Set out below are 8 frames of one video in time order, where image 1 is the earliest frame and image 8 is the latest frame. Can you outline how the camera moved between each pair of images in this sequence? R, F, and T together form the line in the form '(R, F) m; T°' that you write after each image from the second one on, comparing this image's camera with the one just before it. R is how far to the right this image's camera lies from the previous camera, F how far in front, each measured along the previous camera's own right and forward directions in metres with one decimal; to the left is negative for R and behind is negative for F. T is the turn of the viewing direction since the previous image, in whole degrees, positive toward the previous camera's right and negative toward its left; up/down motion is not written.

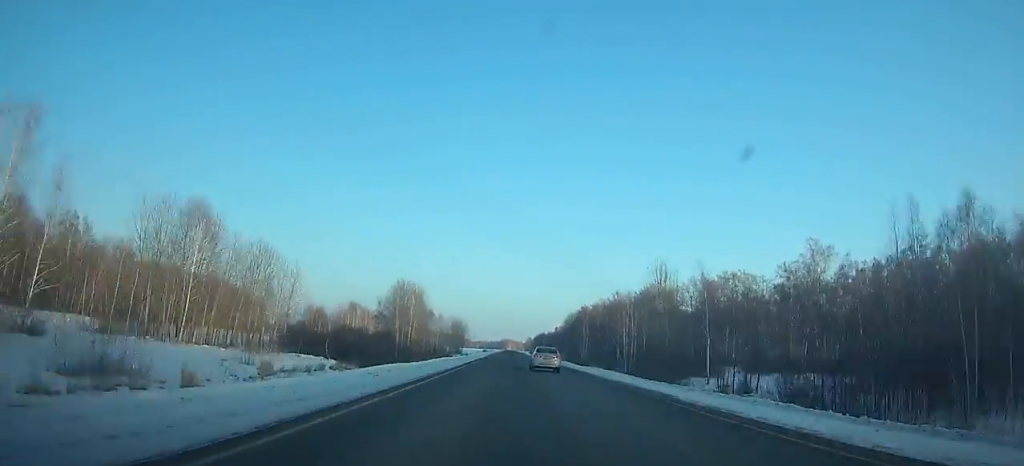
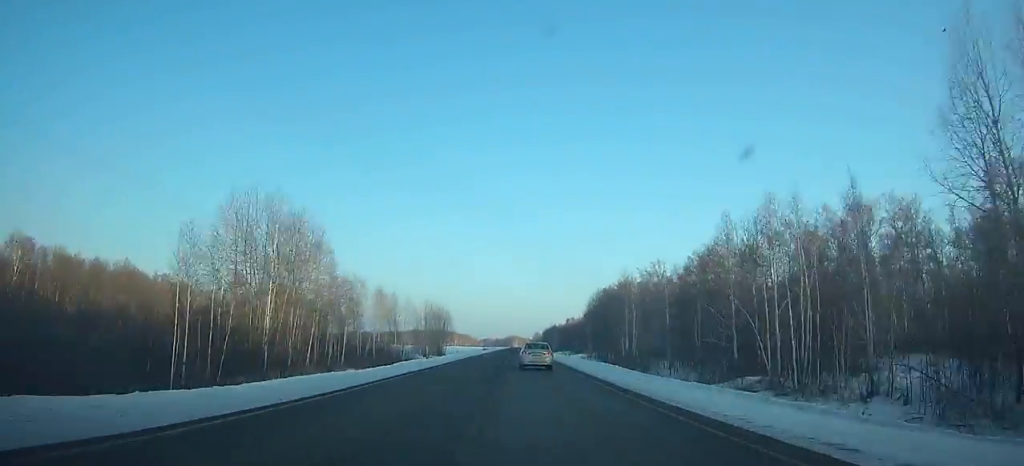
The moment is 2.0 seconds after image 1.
(+0.3, +60.7) m; 0°
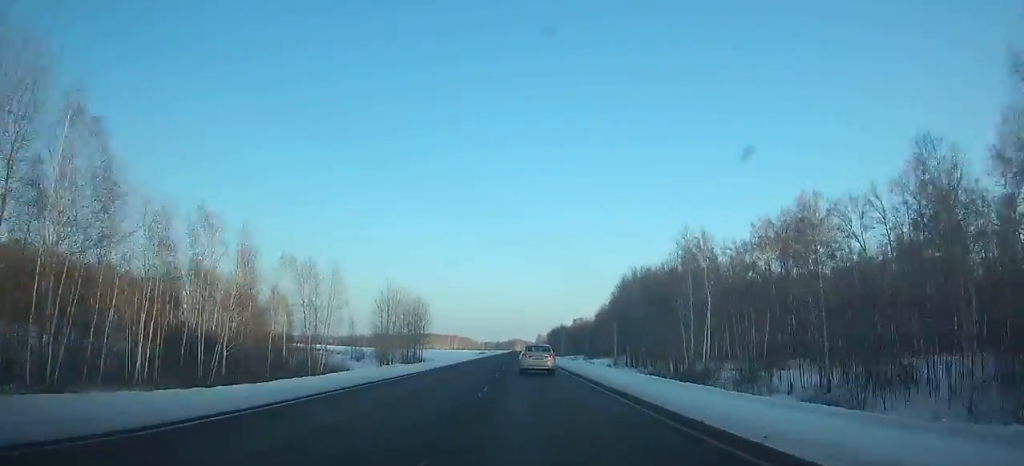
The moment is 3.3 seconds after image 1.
(-0.1, +38.4) m; 0°
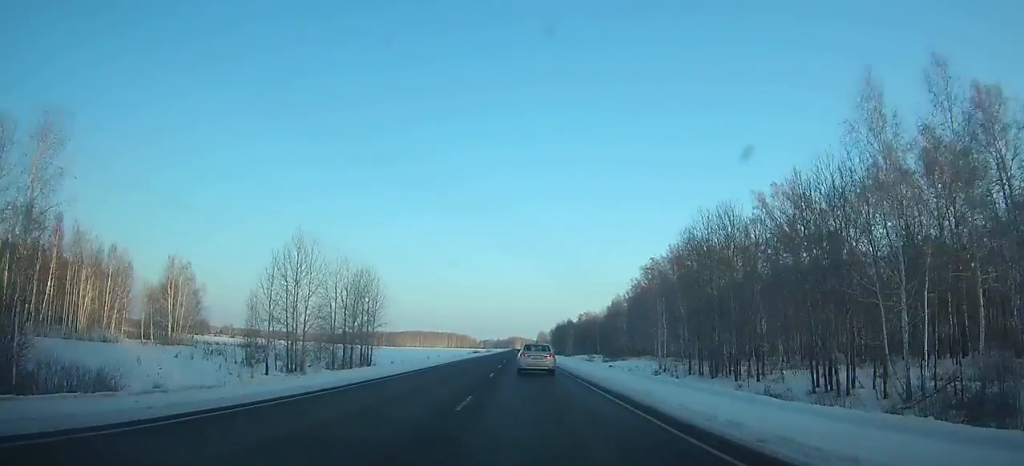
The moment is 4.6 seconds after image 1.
(0.0, +38.5) m; 0°
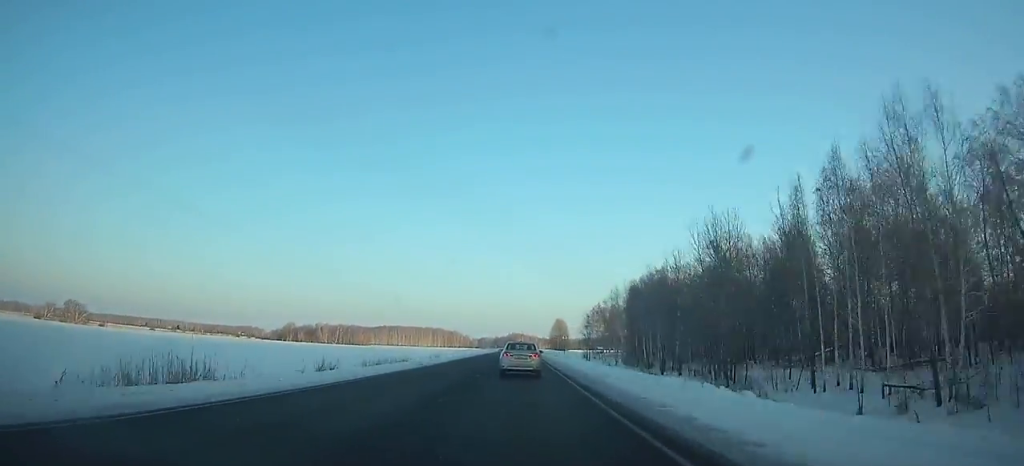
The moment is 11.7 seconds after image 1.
(-0.8, +201.0) m; 0°
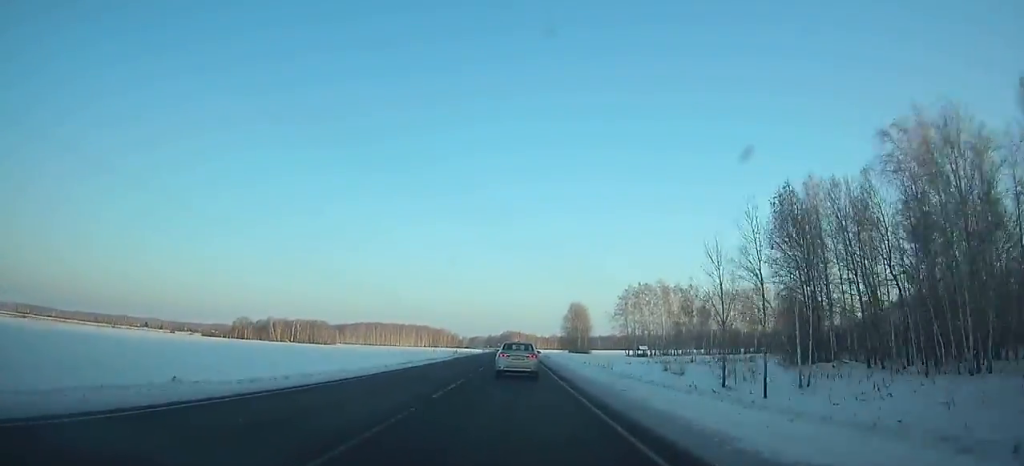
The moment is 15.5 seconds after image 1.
(0.0, +102.6) m; 0°
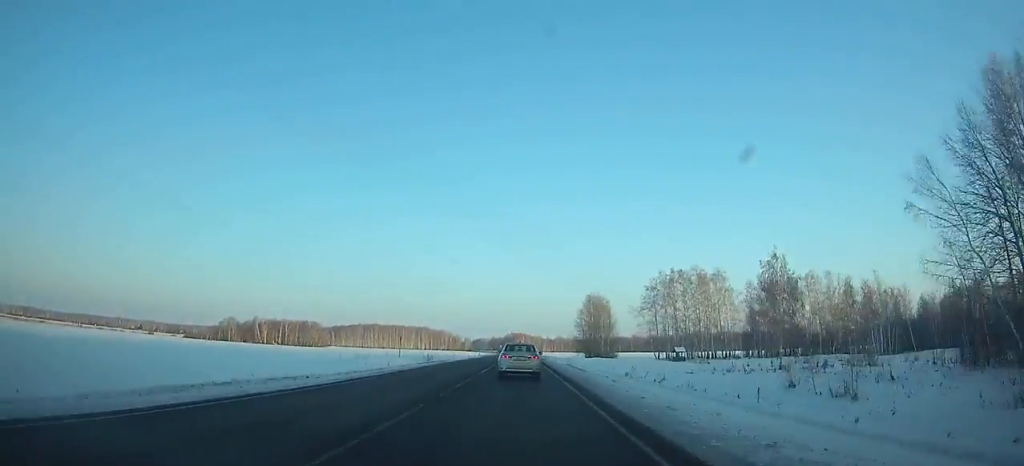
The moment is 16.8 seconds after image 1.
(+0.1, +34.6) m; 0°
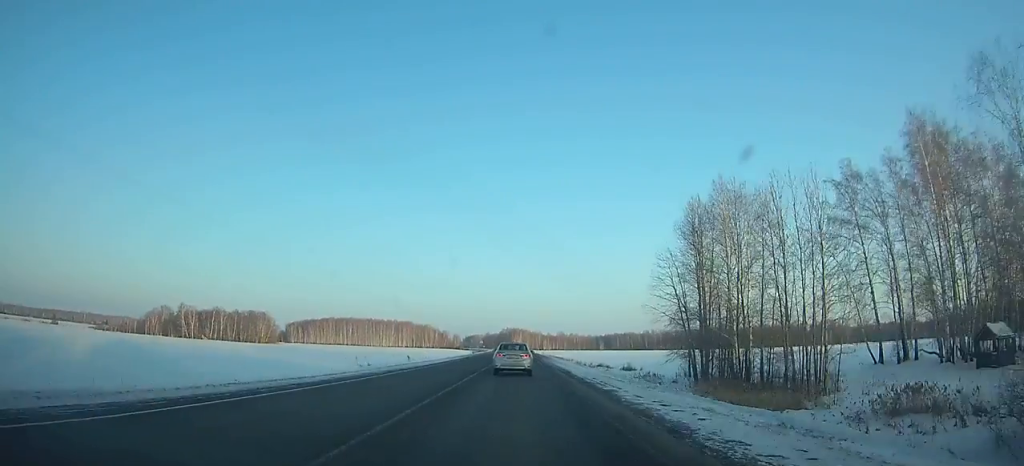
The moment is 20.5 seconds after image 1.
(-0.6, +96.9) m; 0°
